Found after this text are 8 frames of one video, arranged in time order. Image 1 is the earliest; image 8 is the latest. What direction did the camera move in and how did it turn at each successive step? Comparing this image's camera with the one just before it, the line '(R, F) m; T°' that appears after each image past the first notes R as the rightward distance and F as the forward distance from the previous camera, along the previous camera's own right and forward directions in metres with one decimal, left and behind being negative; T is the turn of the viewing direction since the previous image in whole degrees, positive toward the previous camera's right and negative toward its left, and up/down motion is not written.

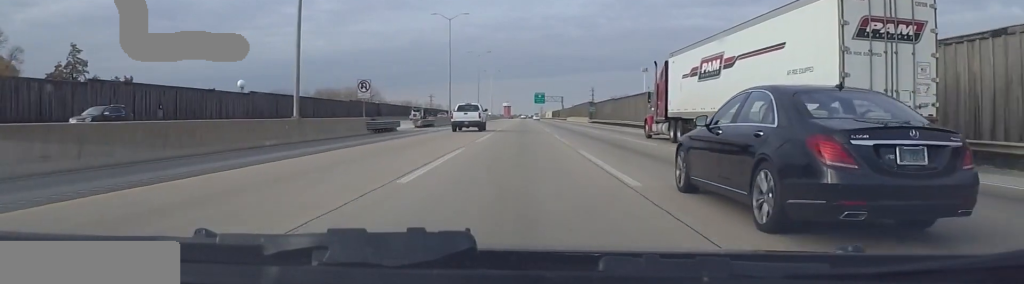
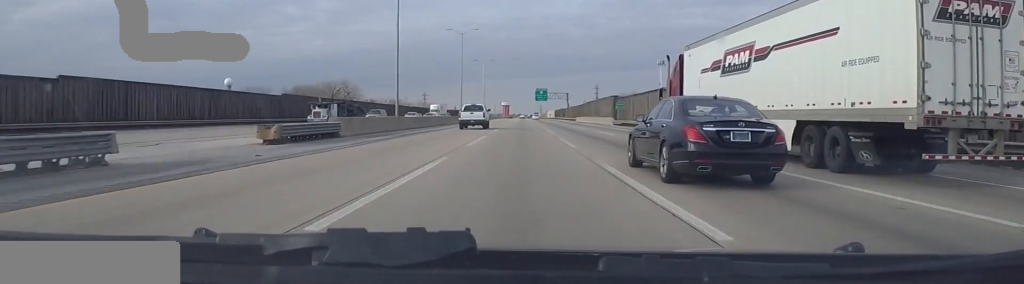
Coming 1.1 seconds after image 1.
(-0.6, +35.3) m; -1°
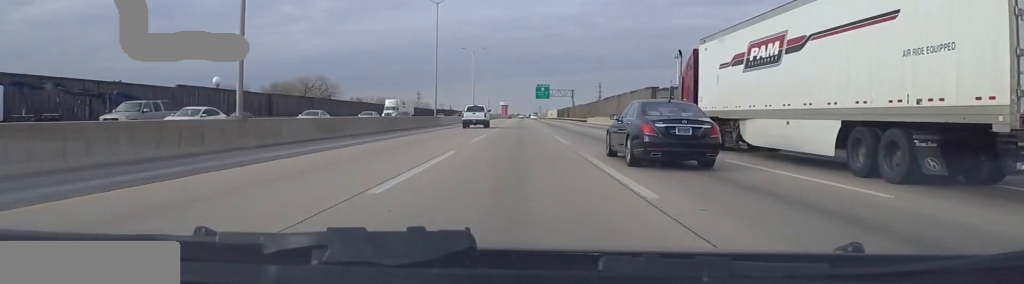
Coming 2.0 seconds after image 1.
(-0.1, +28.3) m; -1°
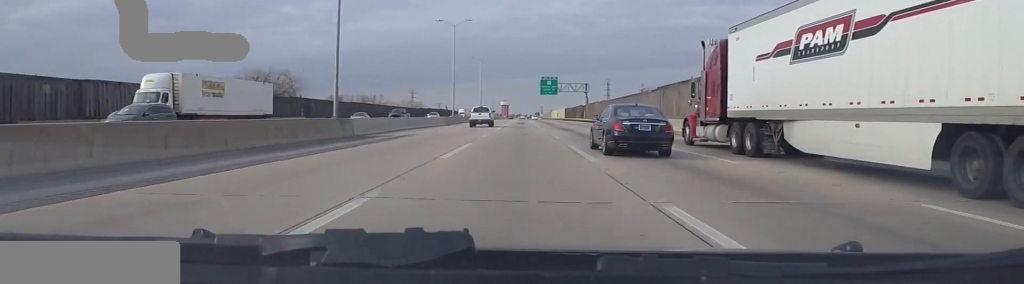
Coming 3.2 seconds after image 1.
(-0.5, +39.4) m; 0°
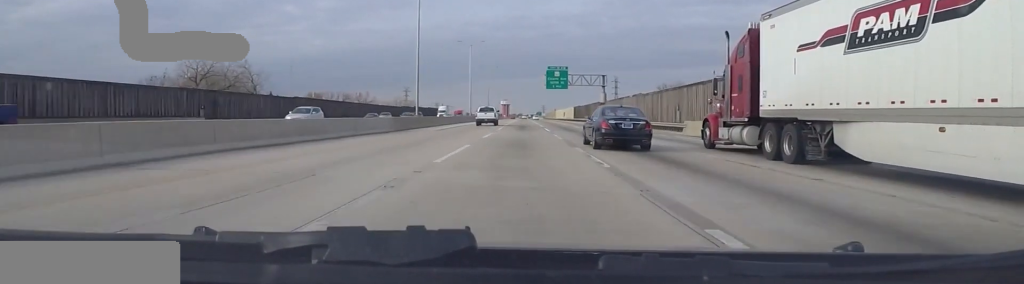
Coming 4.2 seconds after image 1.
(+0.4, +31.8) m; +1°
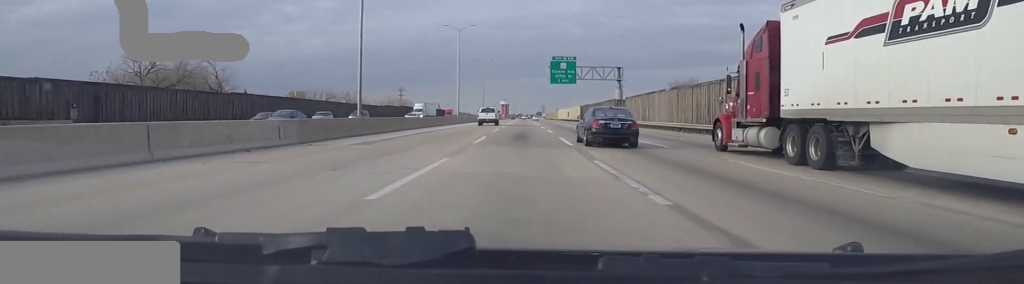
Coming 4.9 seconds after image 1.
(0.0, +20.5) m; 0°
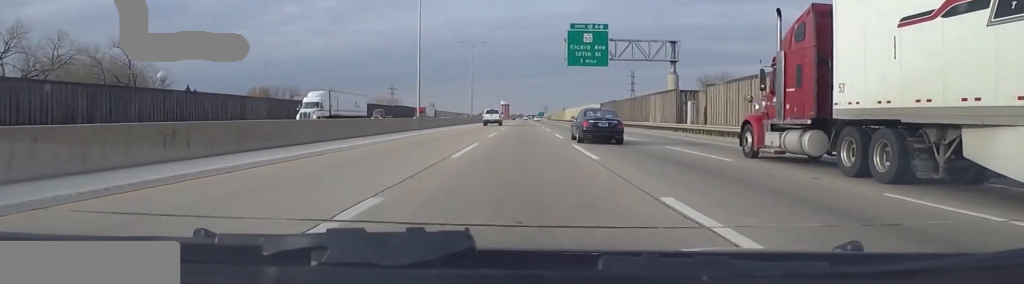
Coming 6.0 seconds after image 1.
(0.0, +37.2) m; +1°
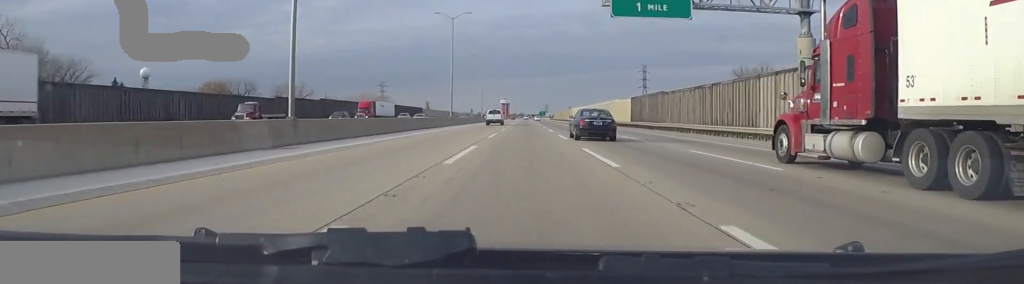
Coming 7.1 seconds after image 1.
(+0.4, +32.8) m; 0°
